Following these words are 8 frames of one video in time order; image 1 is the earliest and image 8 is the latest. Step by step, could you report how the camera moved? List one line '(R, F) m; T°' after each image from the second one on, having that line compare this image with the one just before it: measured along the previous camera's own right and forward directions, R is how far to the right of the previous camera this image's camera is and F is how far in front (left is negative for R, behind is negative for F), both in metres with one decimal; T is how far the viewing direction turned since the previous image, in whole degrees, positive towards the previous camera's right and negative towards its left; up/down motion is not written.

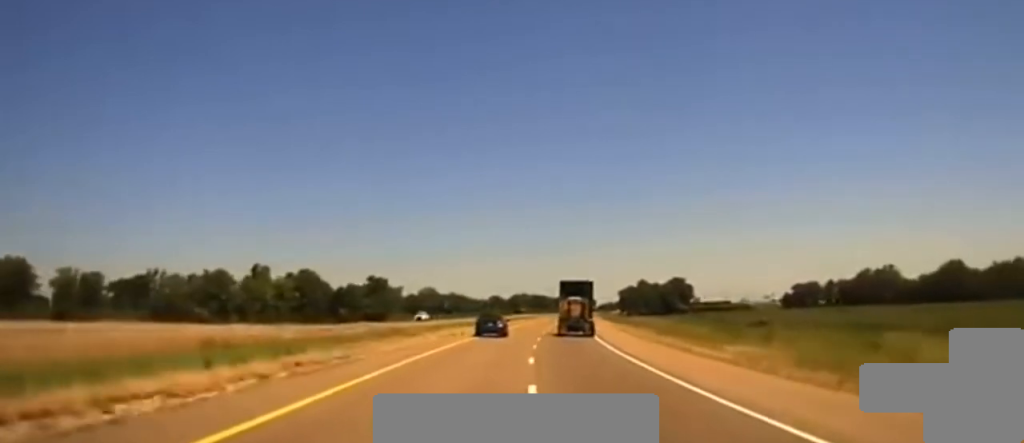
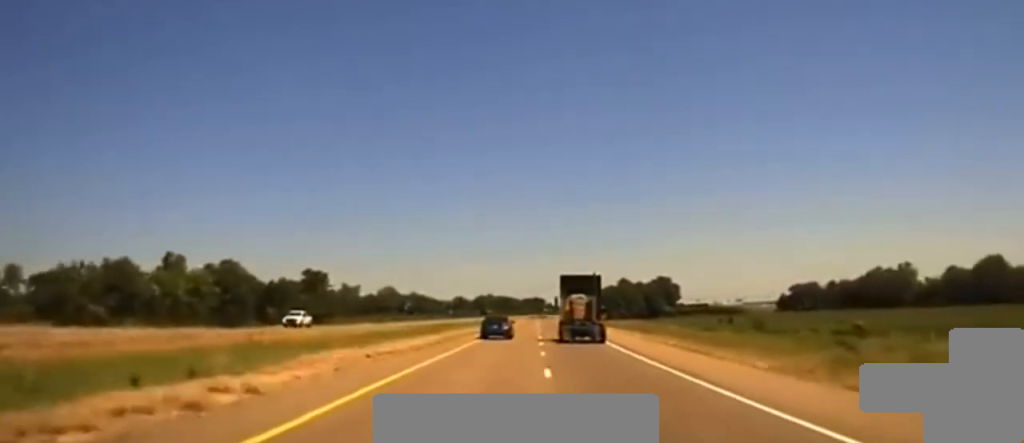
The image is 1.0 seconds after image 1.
(+0.7, +40.1) m; +2°
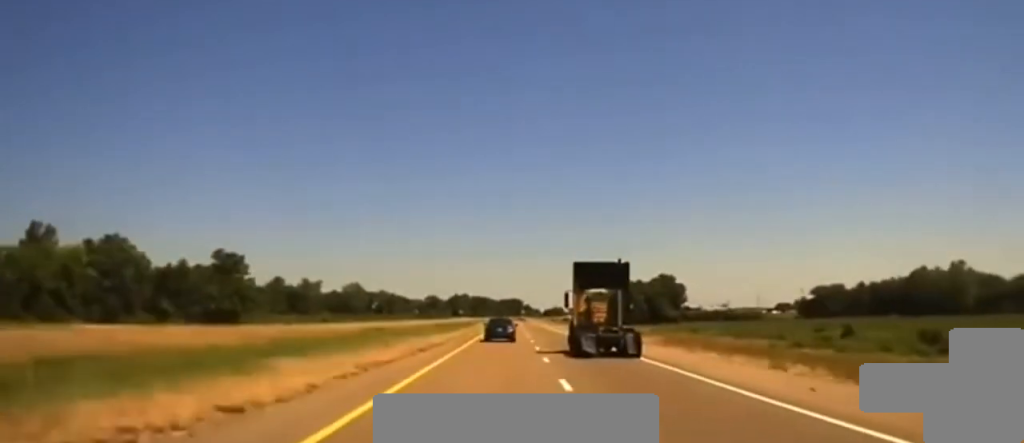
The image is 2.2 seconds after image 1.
(+0.7, +49.0) m; +2°
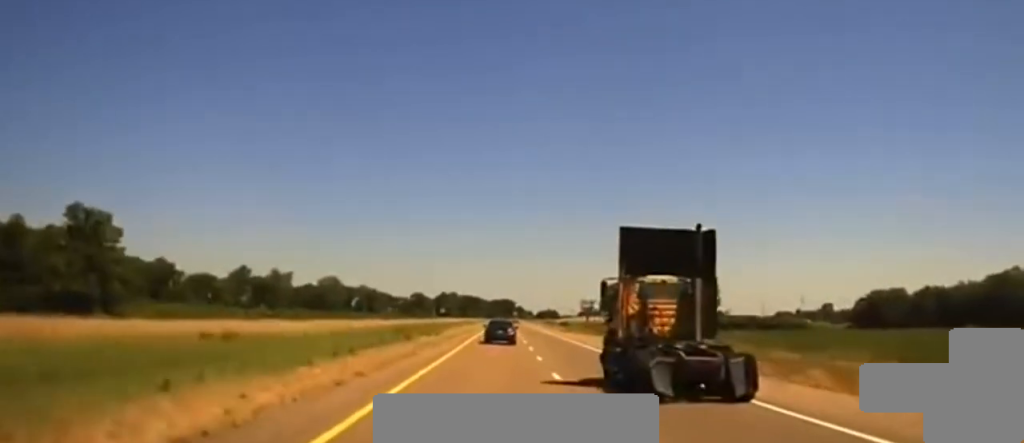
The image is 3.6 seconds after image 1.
(+0.6, +51.5) m; +1°
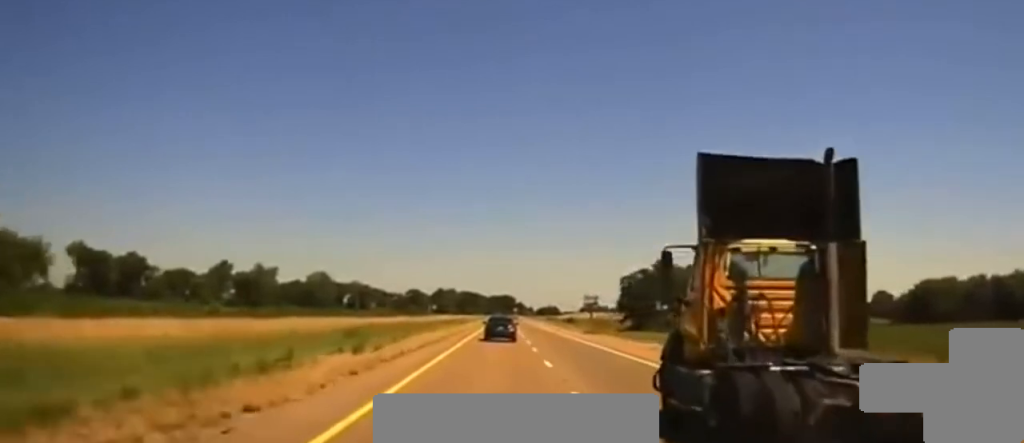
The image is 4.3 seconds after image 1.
(+0.1, +27.8) m; 0°
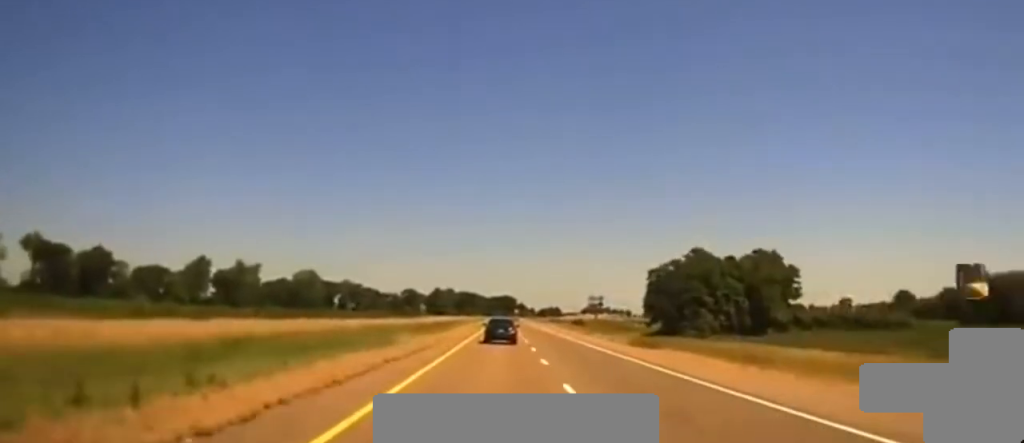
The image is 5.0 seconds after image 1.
(-0.2, +28.0) m; 0°
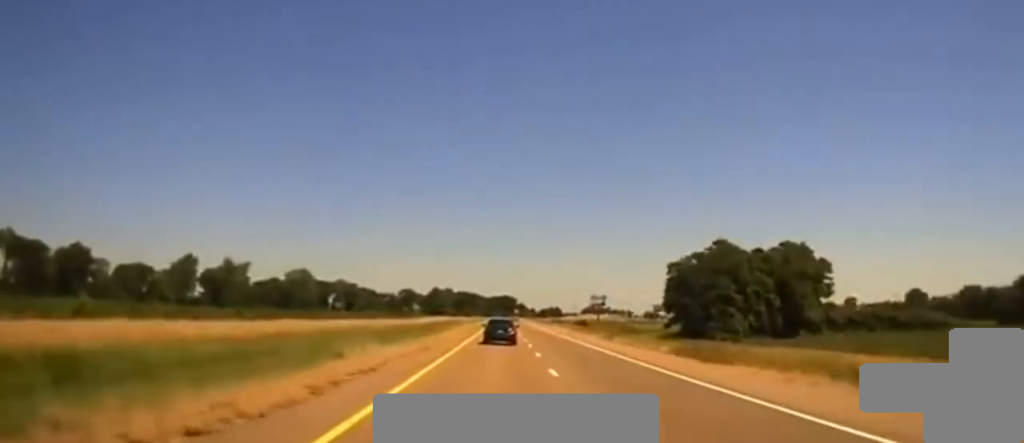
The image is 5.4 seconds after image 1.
(0.0, +14.8) m; 0°
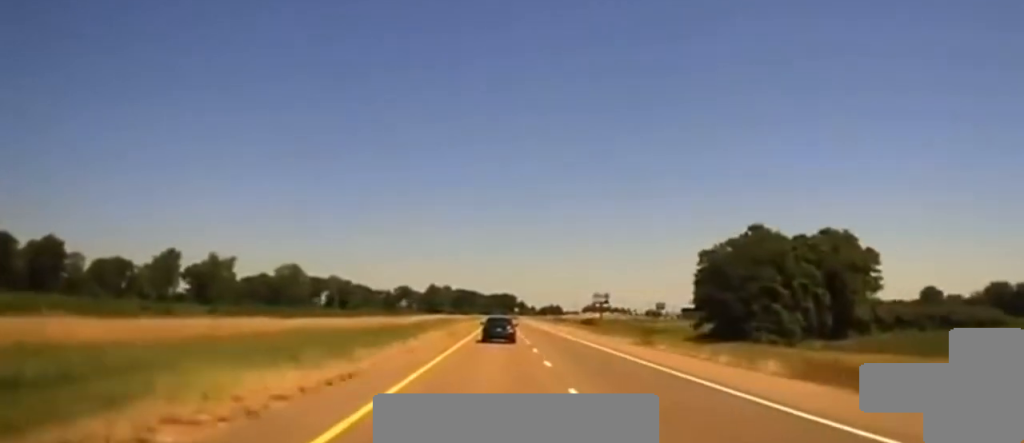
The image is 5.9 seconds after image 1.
(+0.1, +17.9) m; 0°
